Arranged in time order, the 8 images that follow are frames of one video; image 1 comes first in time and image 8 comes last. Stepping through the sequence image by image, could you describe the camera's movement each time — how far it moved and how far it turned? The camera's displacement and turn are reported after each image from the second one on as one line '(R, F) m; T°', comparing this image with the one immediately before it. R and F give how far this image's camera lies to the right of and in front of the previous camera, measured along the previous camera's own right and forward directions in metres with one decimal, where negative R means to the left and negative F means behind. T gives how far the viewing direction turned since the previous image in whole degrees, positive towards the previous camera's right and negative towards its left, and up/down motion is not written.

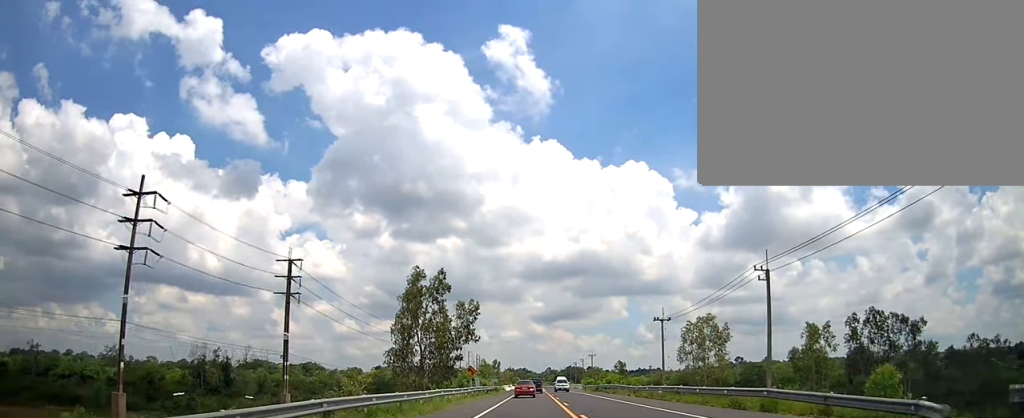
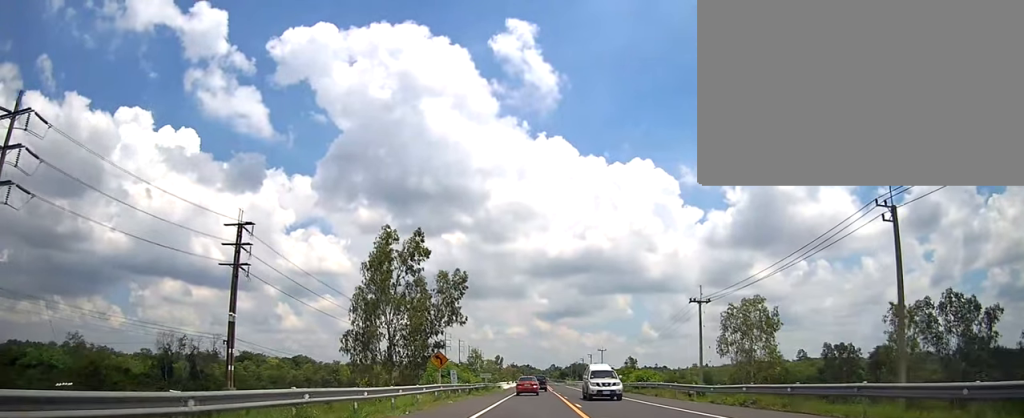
(+0.3, +17.8) m; +1°
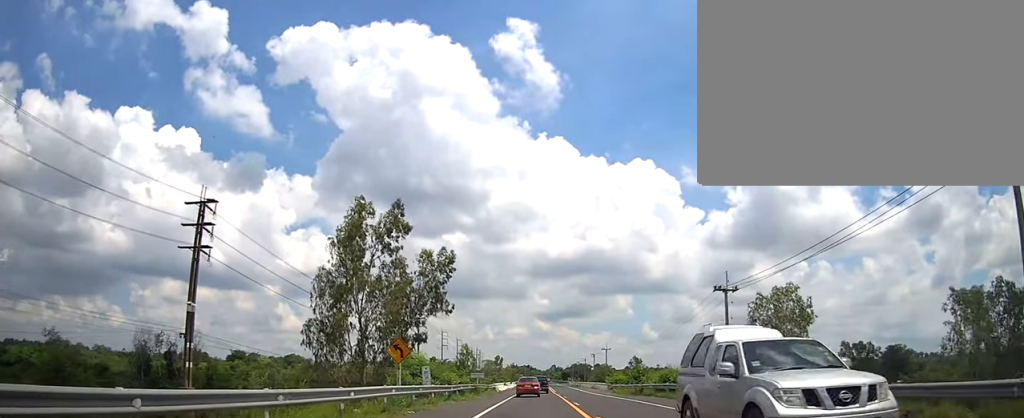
(-0.1, +9.4) m; +1°
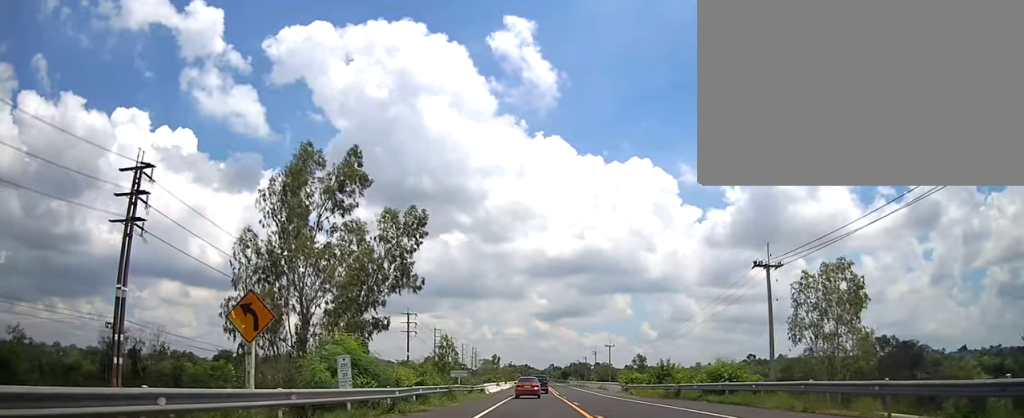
(+0.3, +11.6) m; -1°
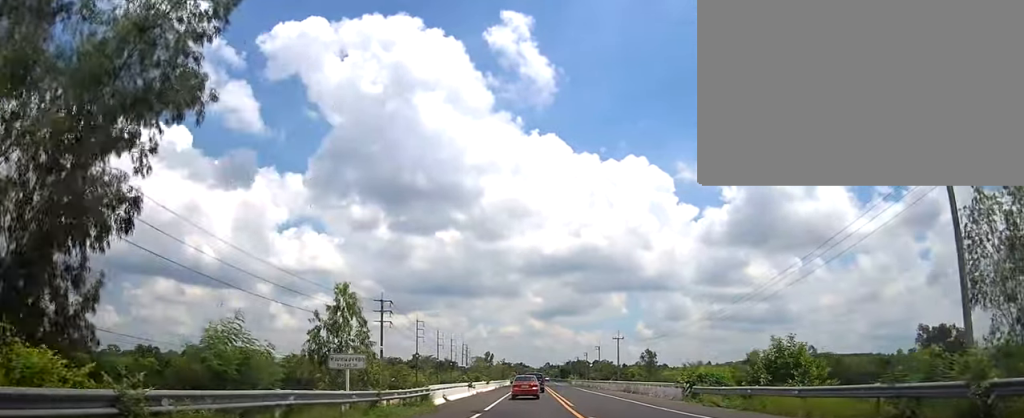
(-0.8, +24.5) m; -2°
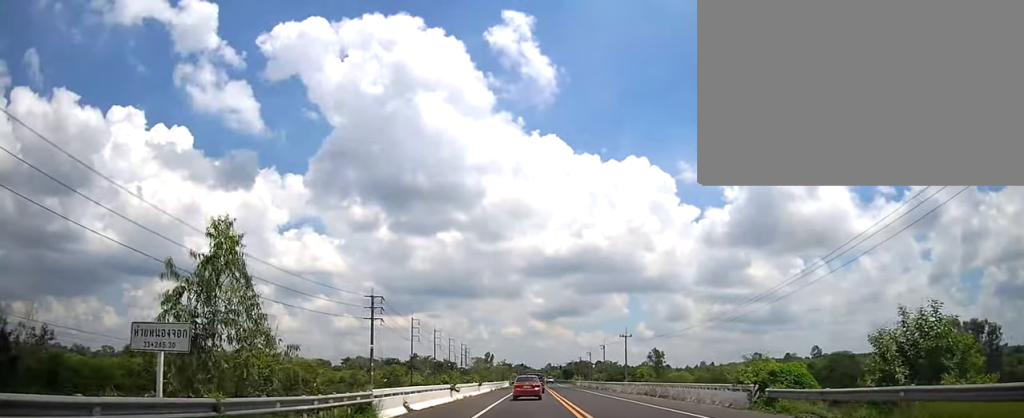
(+0.2, +10.1) m; 0°
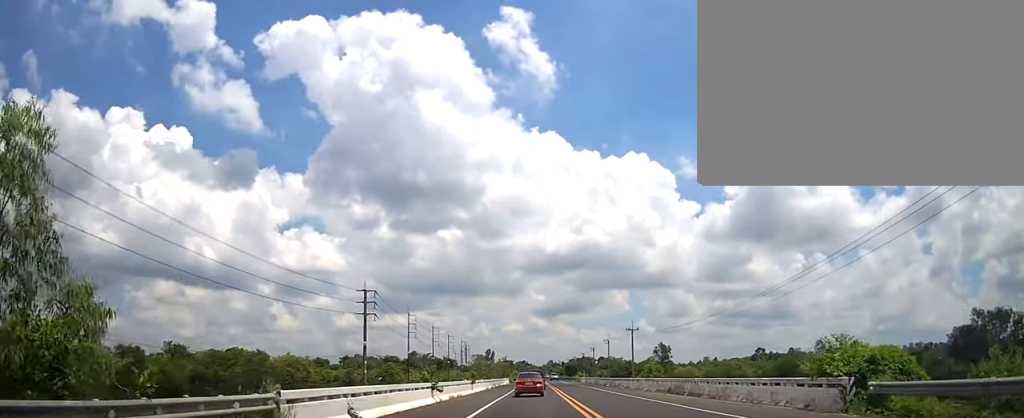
(-0.1, +6.8) m; +1°
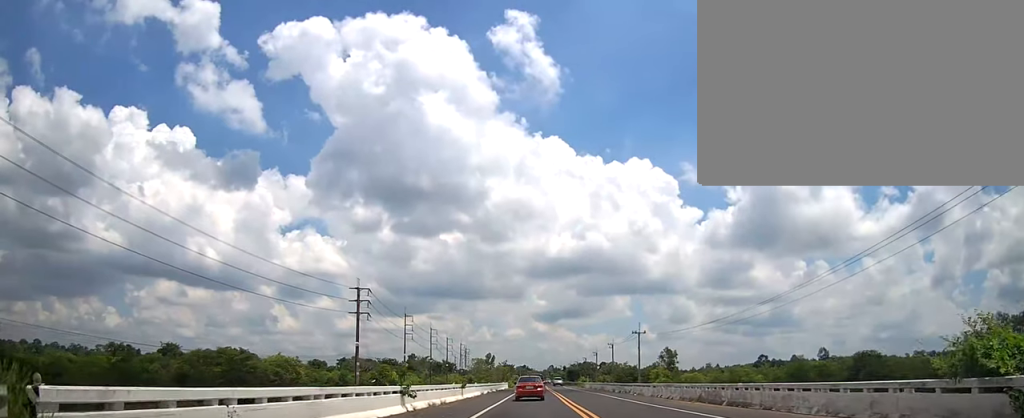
(-0.2, +6.3) m; +1°
